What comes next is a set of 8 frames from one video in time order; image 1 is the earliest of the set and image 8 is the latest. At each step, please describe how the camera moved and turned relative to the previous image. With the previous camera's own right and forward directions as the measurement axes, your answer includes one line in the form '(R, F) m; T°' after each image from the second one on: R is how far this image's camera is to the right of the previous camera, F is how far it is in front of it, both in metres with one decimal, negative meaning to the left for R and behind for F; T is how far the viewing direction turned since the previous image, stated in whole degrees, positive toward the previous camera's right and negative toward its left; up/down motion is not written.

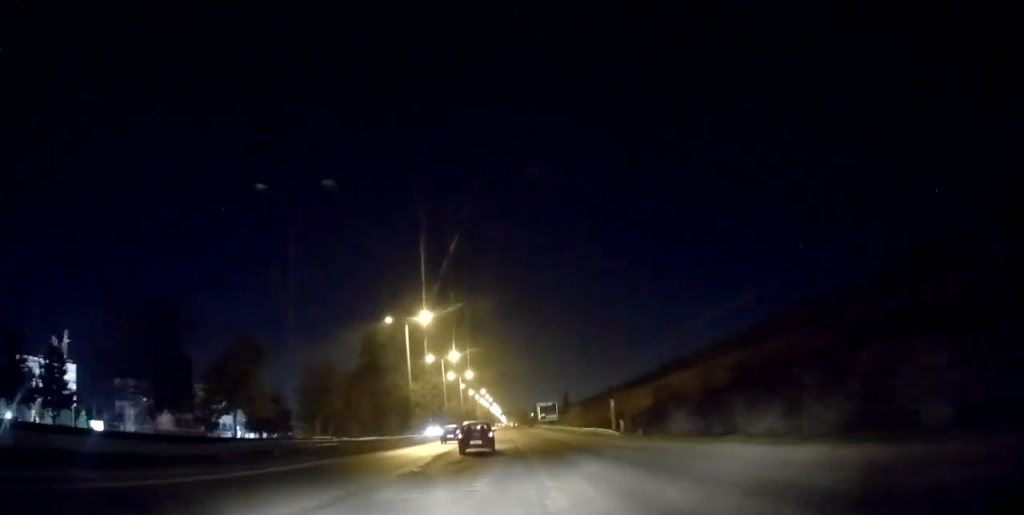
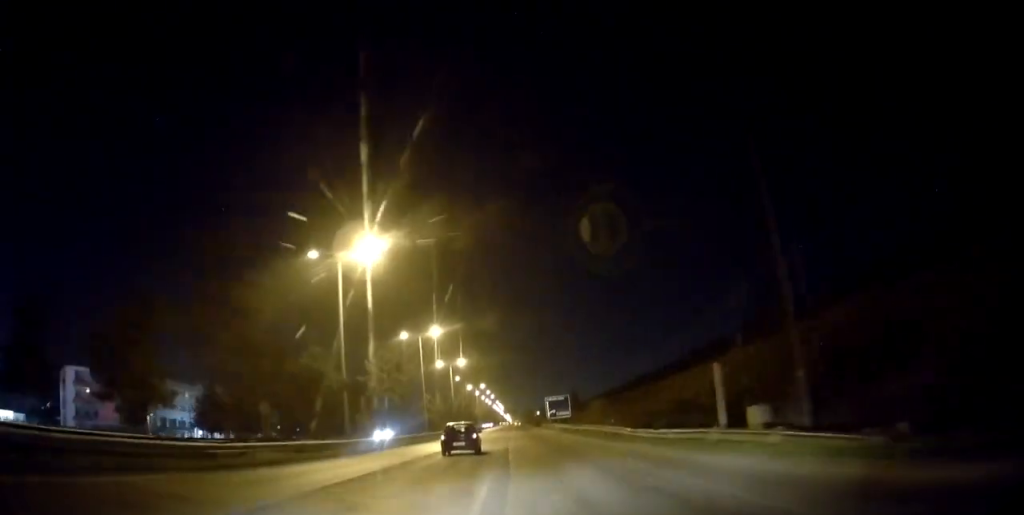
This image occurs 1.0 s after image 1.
(-0.1, +24.5) m; -1°
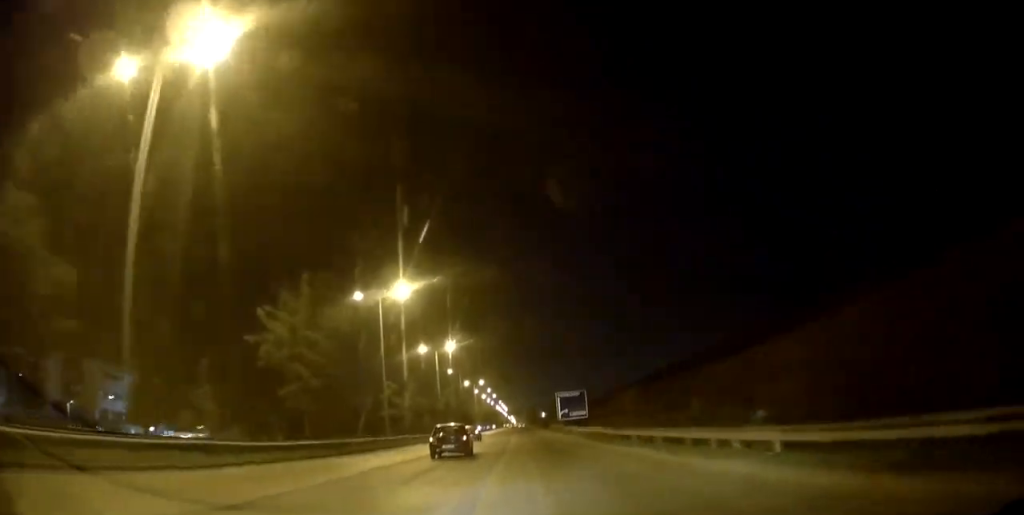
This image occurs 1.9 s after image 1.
(-0.1, +22.6) m; 0°
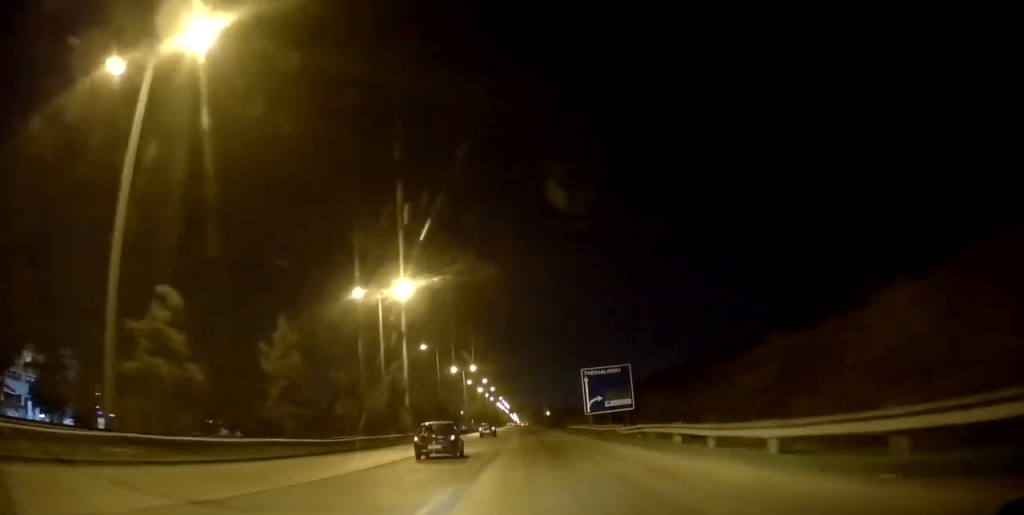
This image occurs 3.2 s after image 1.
(+0.3, +34.7) m; 0°
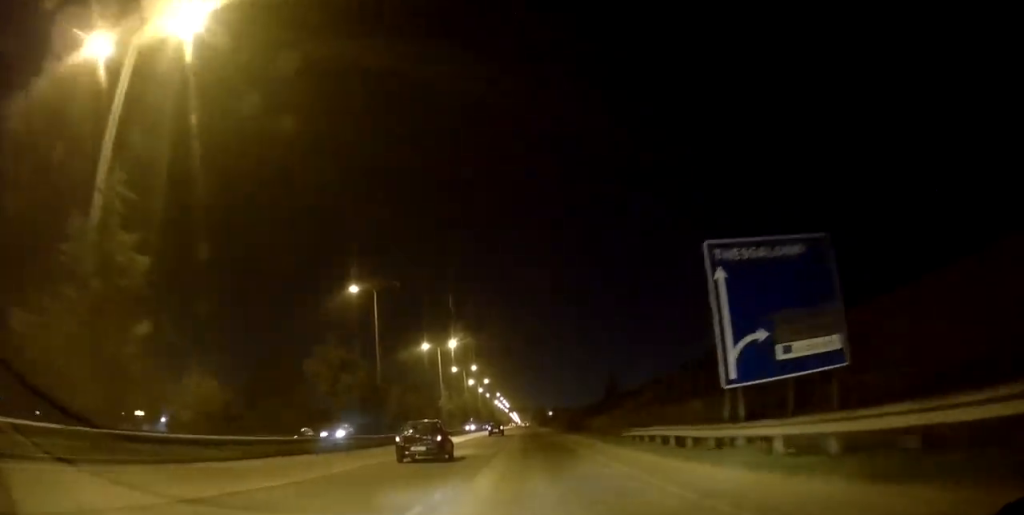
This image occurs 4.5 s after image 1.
(-0.2, +35.5) m; 0°
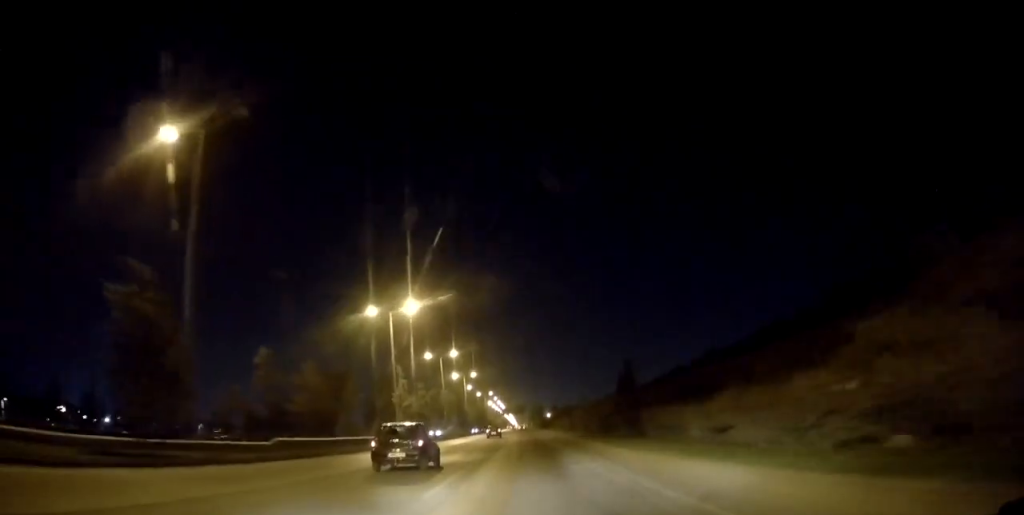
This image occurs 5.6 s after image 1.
(-0.1, +28.3) m; 0°
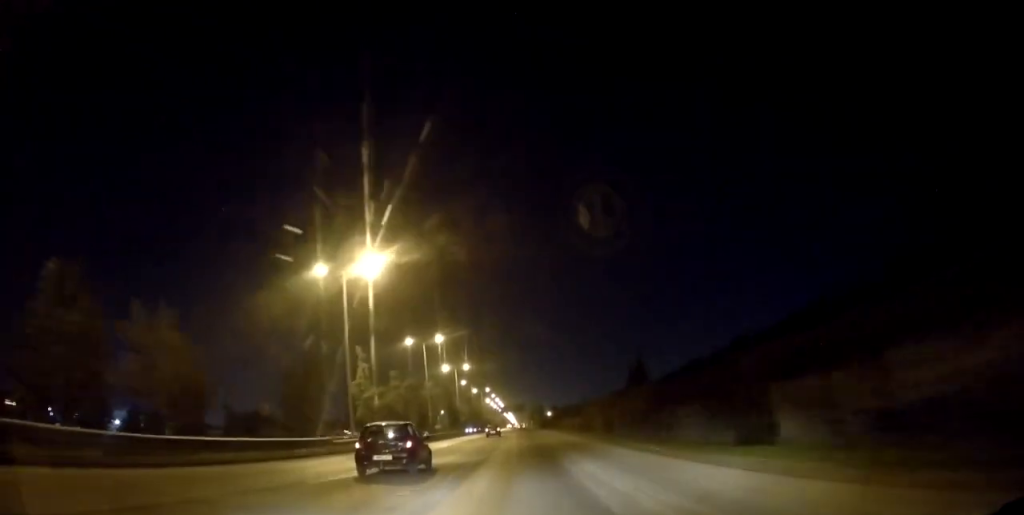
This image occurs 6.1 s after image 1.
(-0.2, +14.8) m; 0°
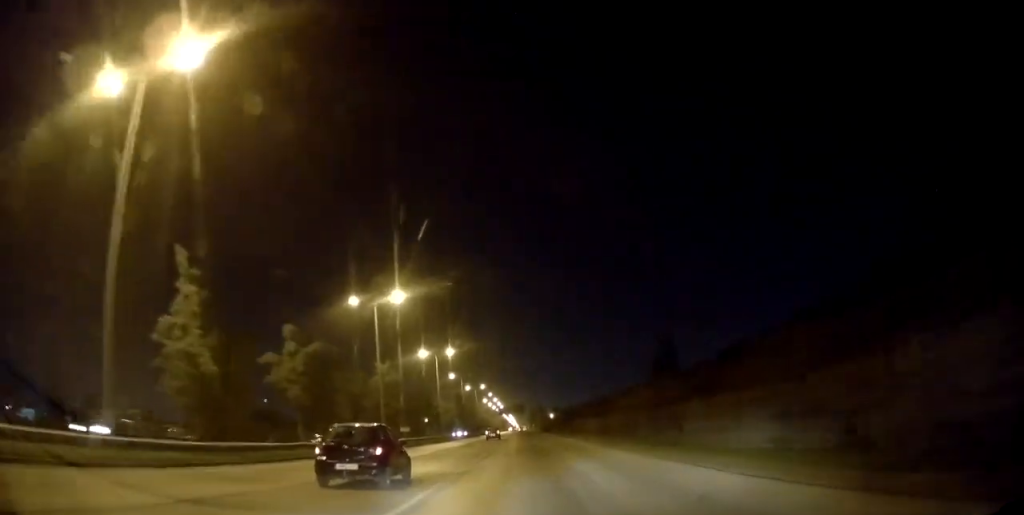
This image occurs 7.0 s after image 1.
(+0.6, +26.1) m; 0°
